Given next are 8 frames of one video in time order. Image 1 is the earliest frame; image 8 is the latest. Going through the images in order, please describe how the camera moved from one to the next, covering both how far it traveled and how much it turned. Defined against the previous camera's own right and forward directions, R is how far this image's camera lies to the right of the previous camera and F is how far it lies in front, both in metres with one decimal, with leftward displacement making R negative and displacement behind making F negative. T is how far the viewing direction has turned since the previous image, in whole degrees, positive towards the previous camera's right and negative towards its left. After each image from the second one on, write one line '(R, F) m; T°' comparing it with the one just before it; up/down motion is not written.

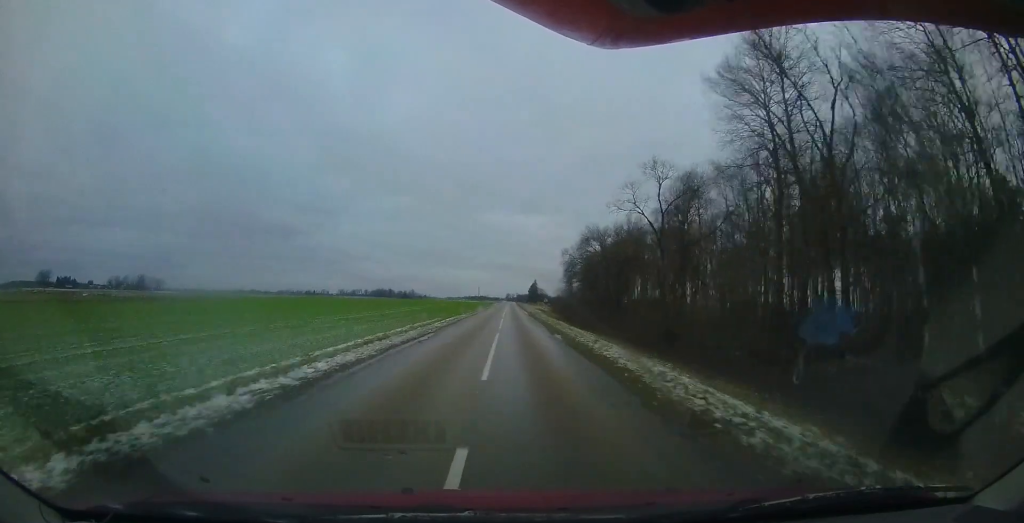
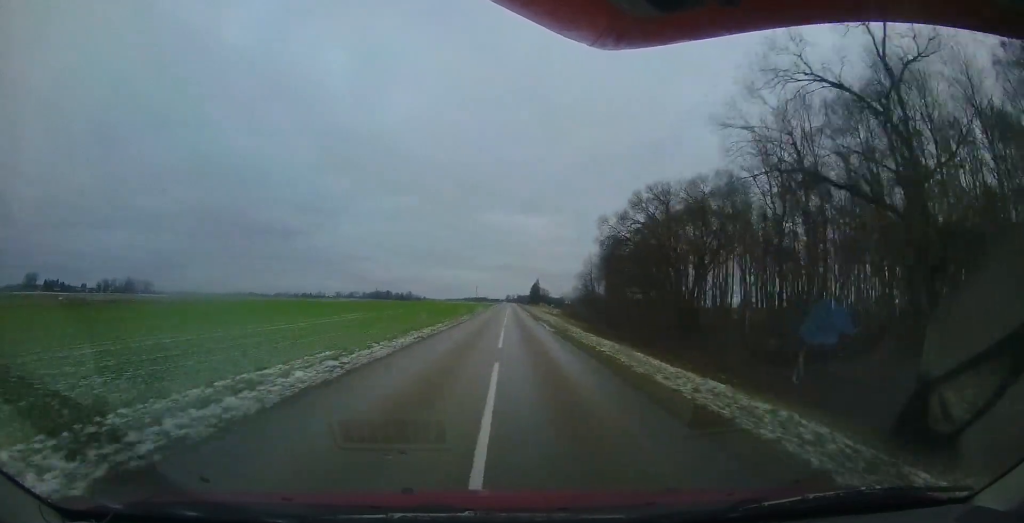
(-0.2, +19.3) m; -1°
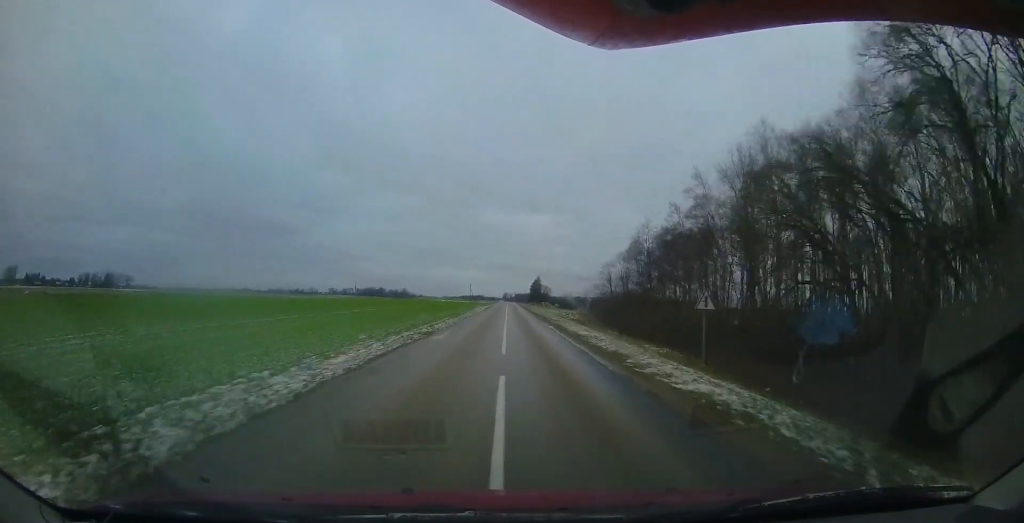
(-0.4, +25.5) m; 0°
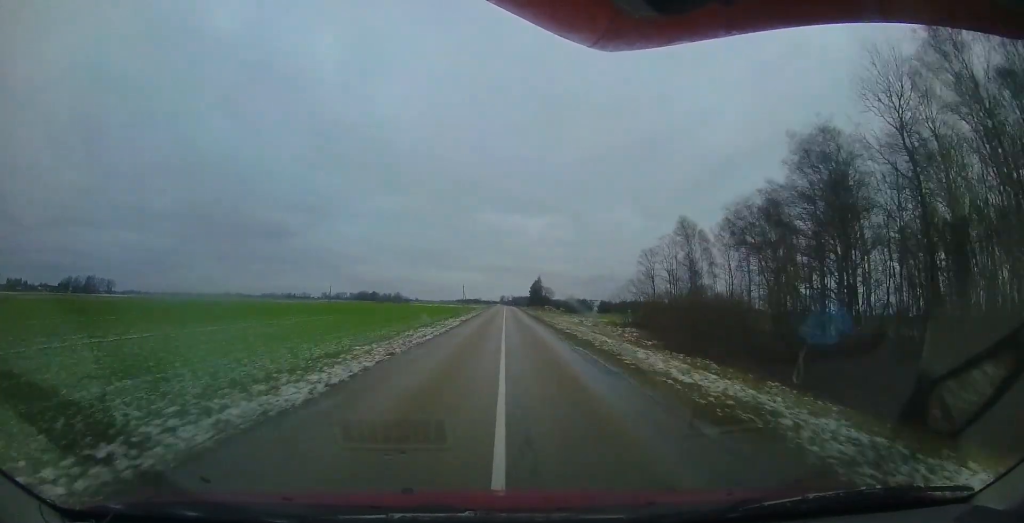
(+0.2, +22.8) m; +1°
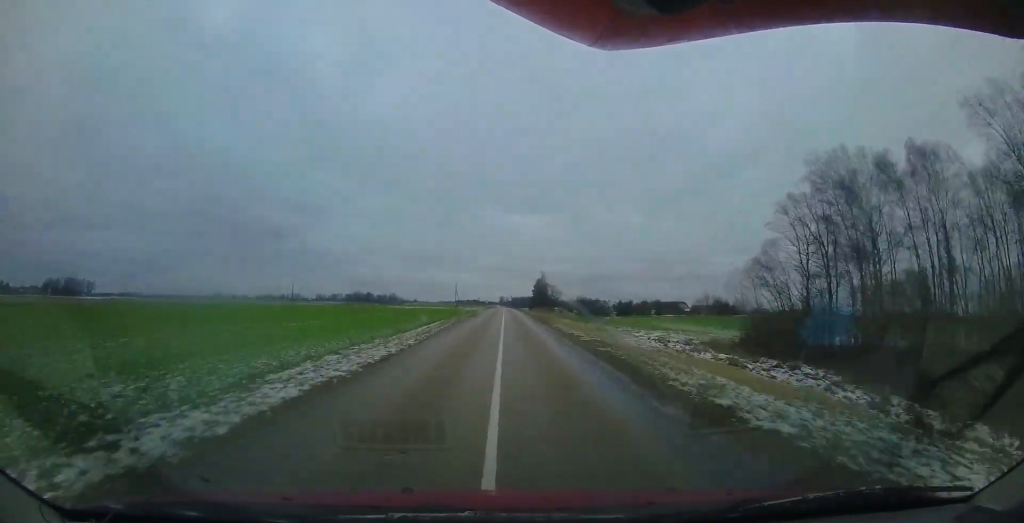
(+0.3, +28.2) m; 0°
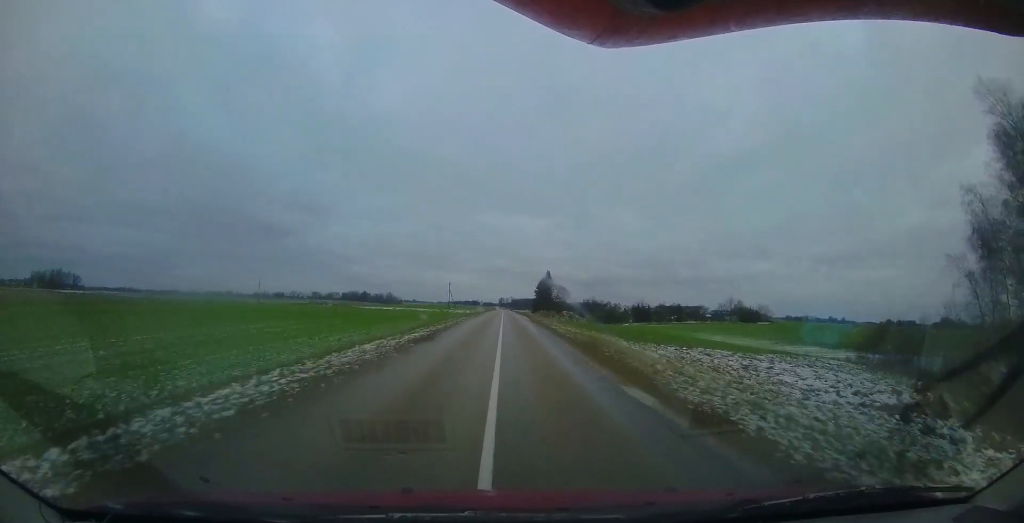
(-0.3, +18.5) m; -1°
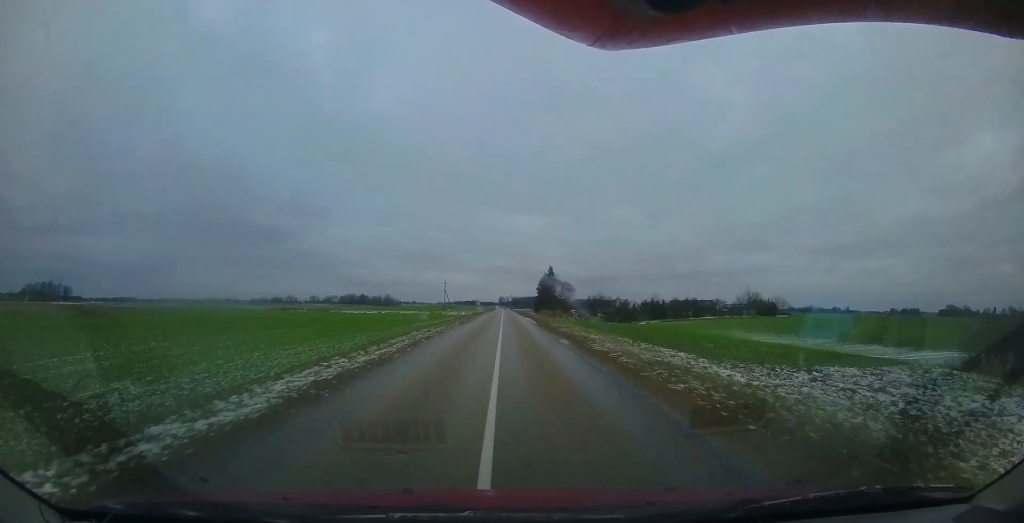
(+0.1, +11.5) m; -1°
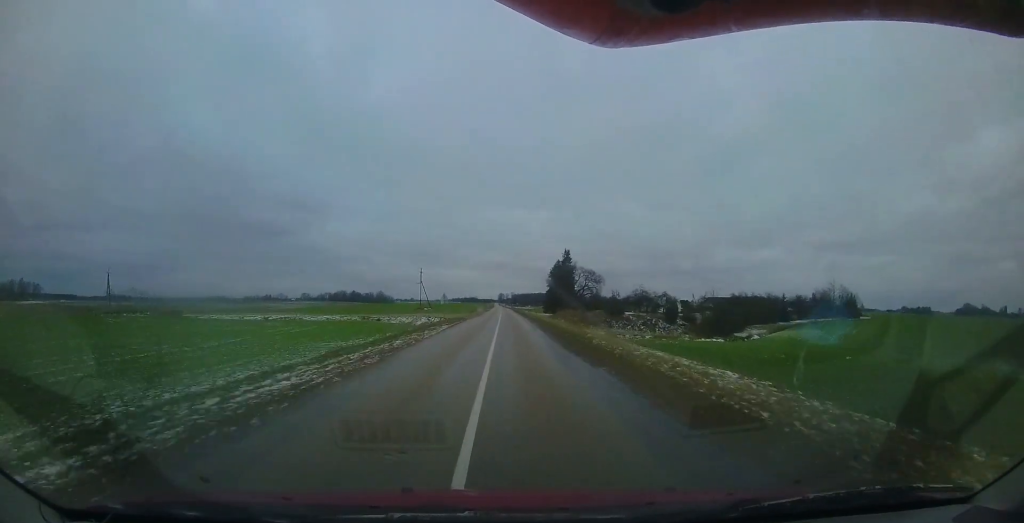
(-0.8, +39.8) m; -2°
